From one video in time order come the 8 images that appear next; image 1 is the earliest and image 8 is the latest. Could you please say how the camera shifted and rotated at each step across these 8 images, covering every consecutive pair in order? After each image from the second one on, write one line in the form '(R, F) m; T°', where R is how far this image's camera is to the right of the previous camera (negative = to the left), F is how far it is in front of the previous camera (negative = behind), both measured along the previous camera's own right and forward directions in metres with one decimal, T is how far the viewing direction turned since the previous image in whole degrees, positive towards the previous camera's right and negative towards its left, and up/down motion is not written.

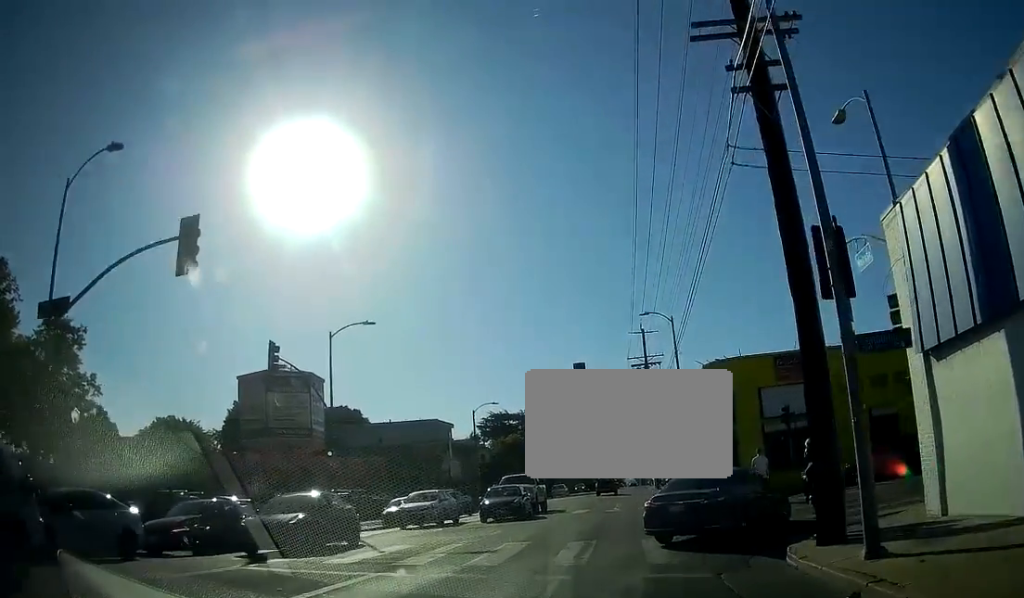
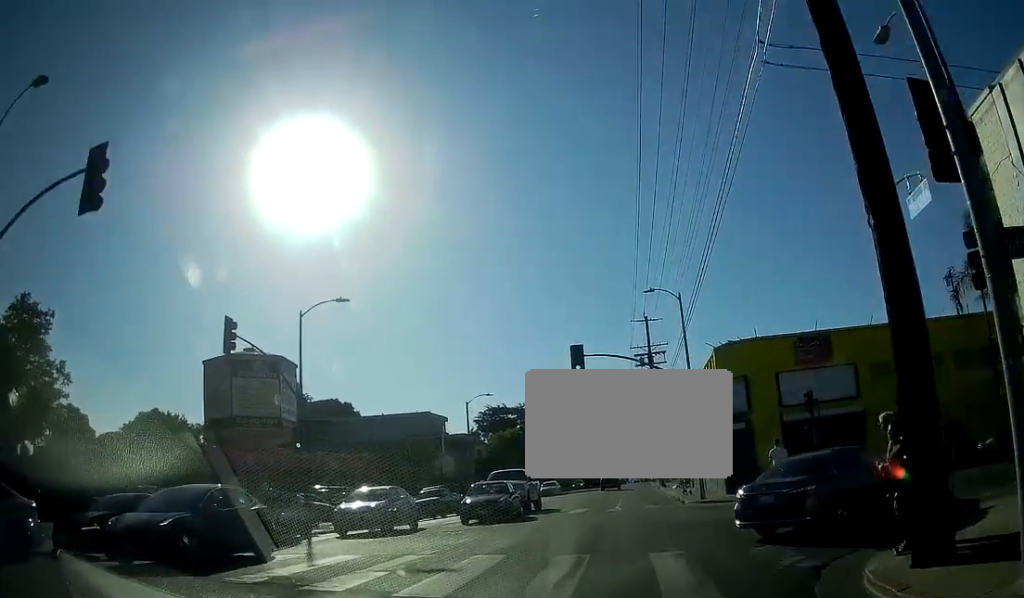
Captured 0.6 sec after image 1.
(0.0, +3.5) m; +1°
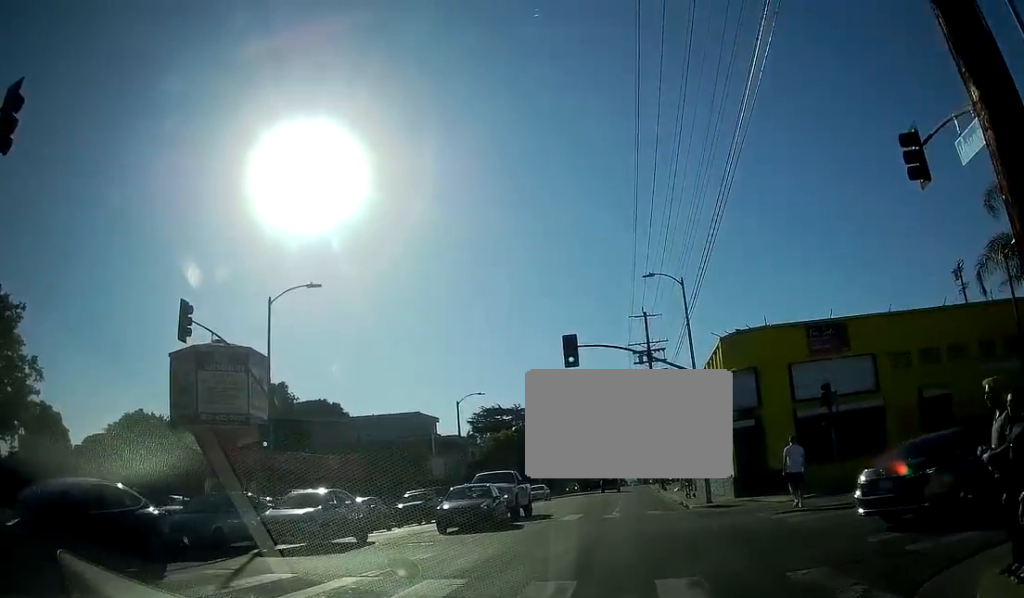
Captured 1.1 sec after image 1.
(+0.1, +2.8) m; +3°
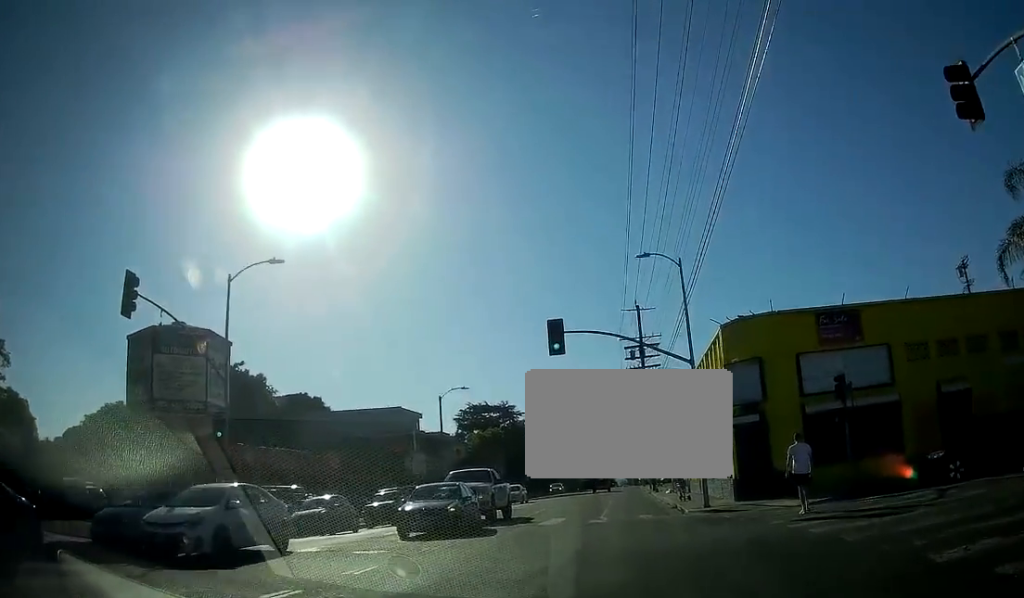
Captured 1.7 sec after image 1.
(0.0, +2.8) m; +4°
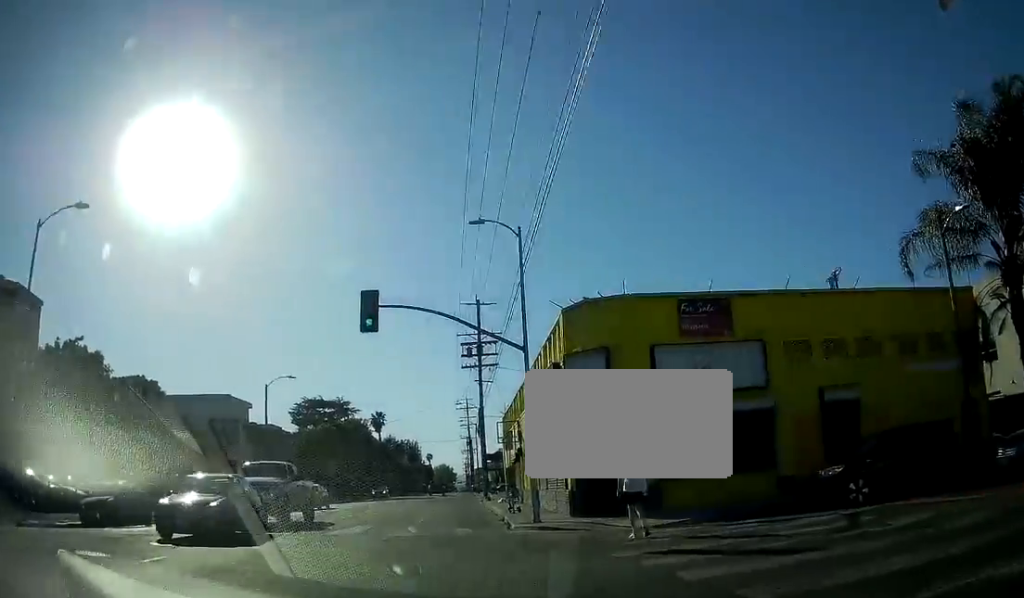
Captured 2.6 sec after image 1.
(+0.4, +4.9) m; +19°
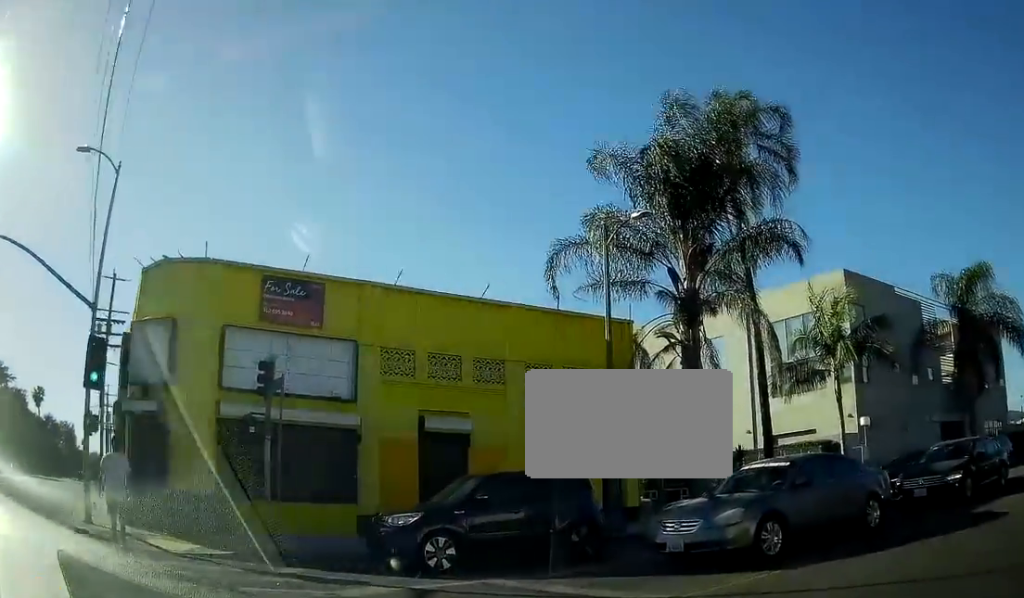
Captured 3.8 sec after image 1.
(+1.8, +5.6) m; +32°
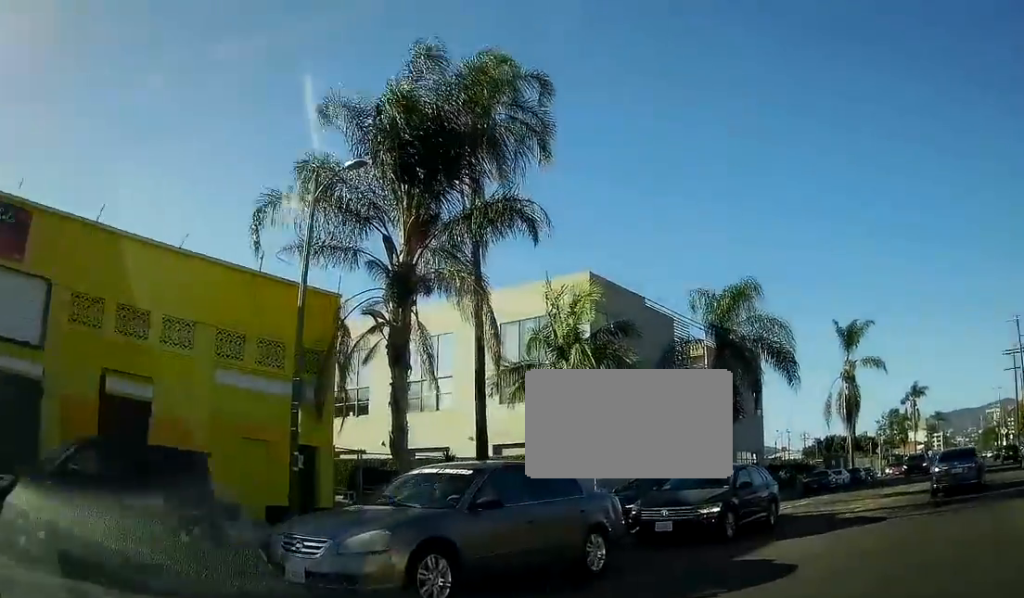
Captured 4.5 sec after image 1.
(+0.5, +3.8) m; +19°
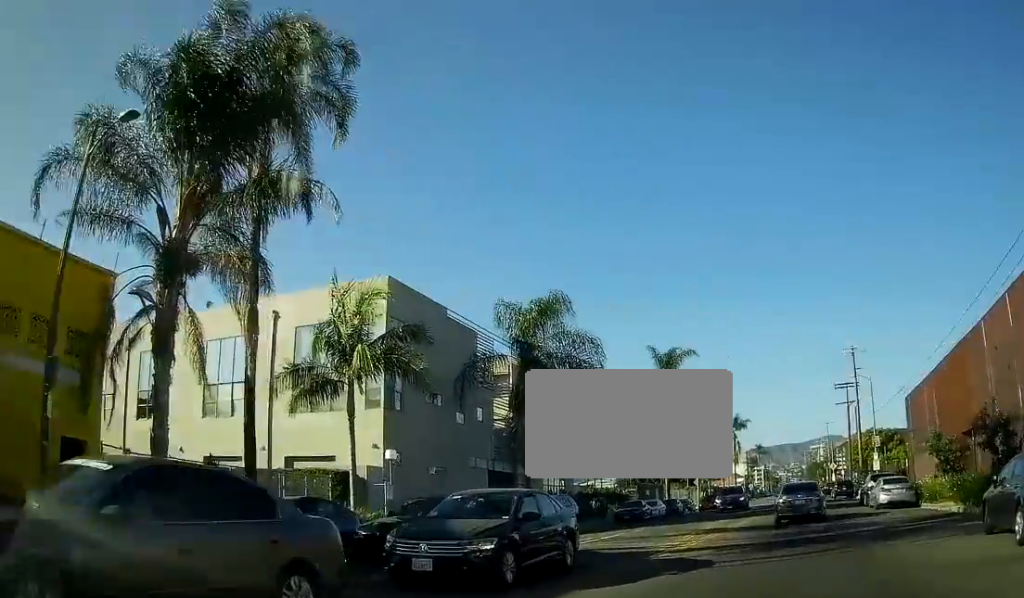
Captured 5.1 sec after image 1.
(+0.6, +3.1) m; +7°
